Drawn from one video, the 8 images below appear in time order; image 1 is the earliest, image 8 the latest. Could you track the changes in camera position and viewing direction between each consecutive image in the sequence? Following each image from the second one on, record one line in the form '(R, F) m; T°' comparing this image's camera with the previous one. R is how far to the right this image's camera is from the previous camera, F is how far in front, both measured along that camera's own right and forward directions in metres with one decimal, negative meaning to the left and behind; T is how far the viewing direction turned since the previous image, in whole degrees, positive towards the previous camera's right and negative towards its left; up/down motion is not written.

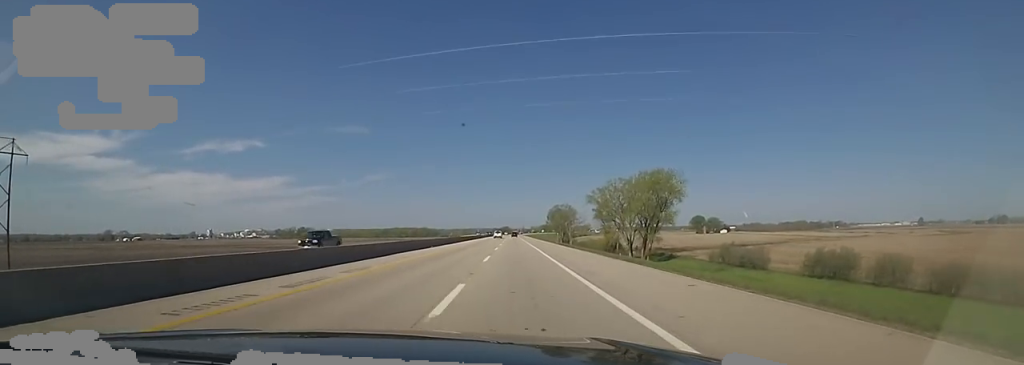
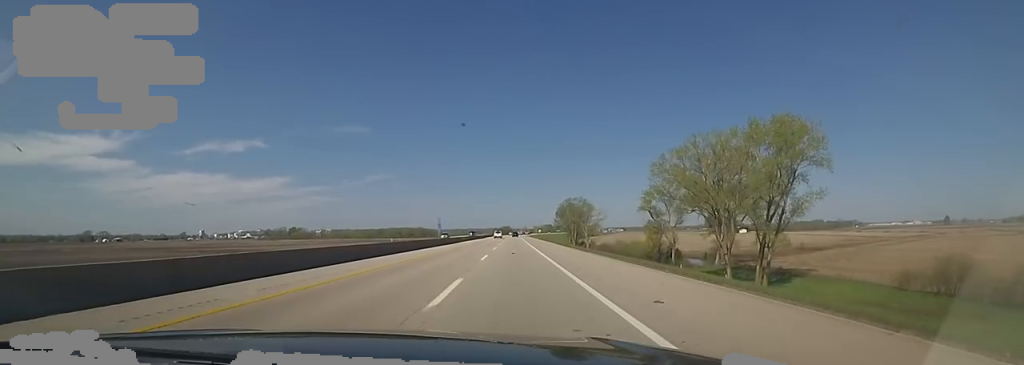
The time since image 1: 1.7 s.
(-0.2, +59.4) m; 0°
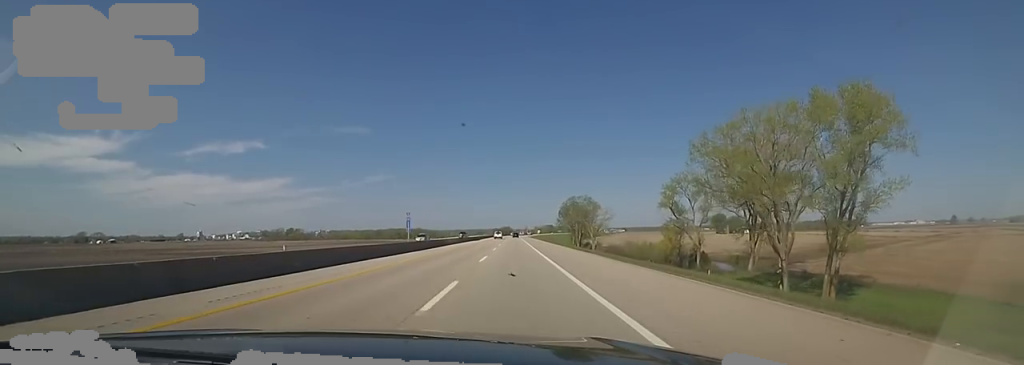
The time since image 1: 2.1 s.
(+0.1, +15.5) m; 0°
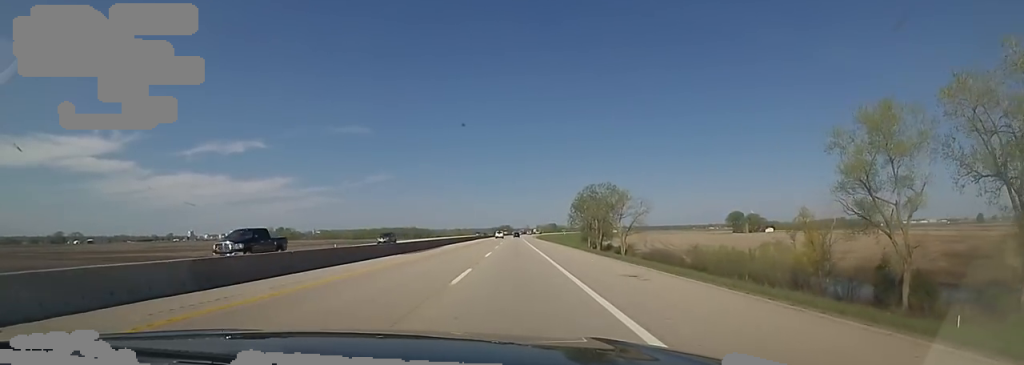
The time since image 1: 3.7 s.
(-0.2, +56.1) m; 0°
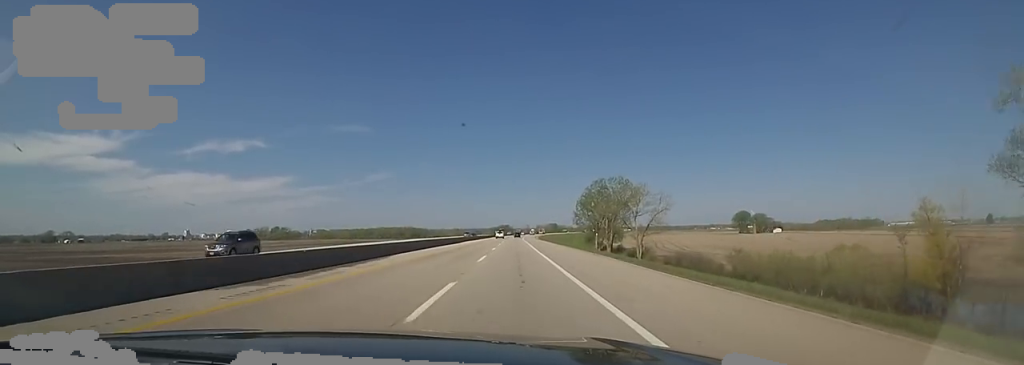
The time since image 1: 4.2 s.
(+0.2, +20.3) m; 0°
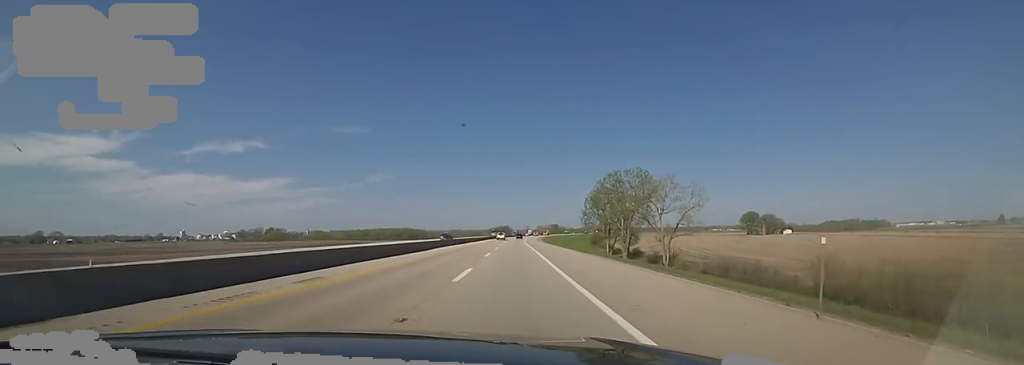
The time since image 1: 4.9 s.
(0.0, +23.8) m; 0°
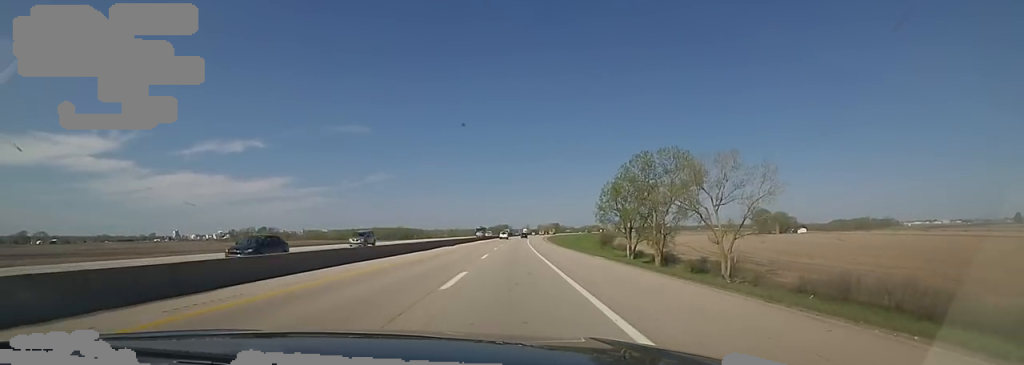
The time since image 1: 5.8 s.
(-0.2, +32.0) m; 0°
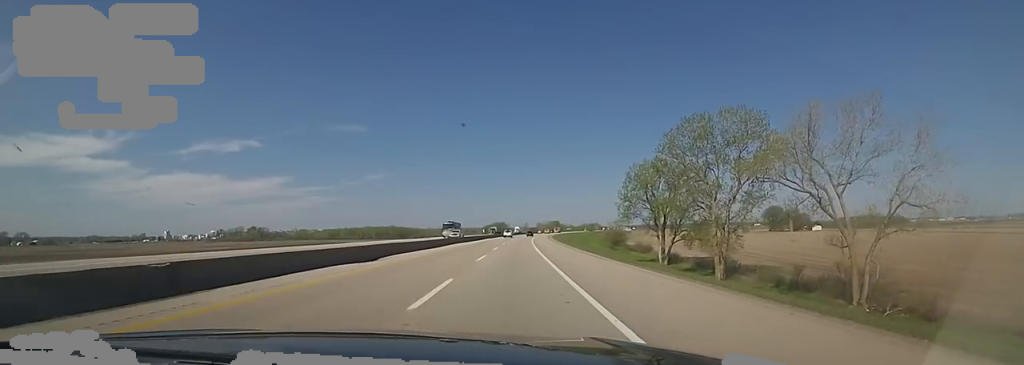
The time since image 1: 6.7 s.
(0.0, +33.2) m; +1°
